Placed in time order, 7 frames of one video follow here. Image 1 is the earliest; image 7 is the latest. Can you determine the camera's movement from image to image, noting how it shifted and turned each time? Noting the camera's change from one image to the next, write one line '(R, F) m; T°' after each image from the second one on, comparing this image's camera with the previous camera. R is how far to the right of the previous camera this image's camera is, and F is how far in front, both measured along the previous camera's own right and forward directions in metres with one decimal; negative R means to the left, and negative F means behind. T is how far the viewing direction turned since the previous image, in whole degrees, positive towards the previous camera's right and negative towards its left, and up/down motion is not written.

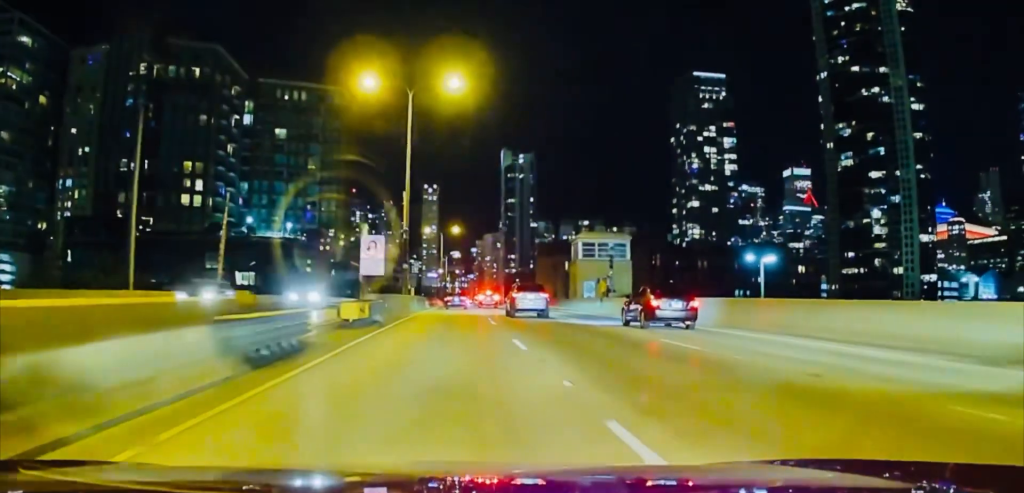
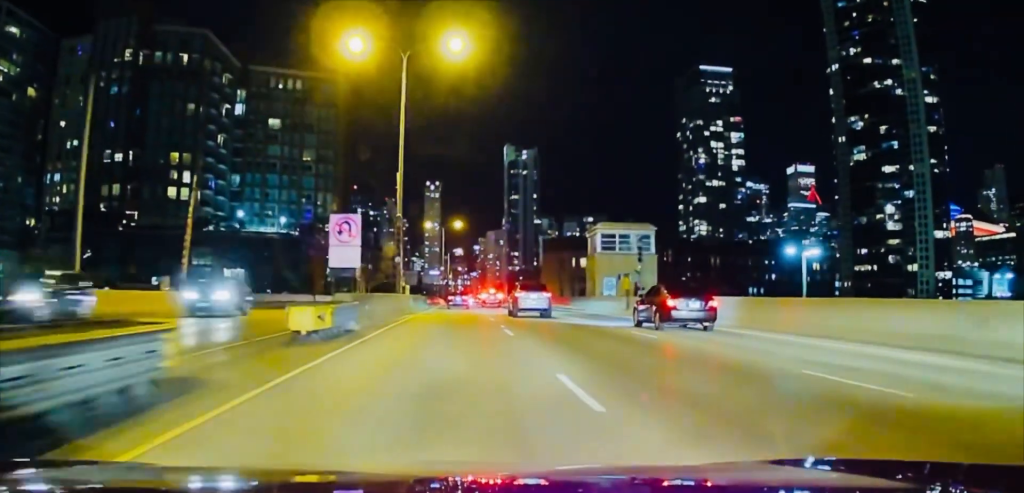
(+0.1, +8.6) m; +1°
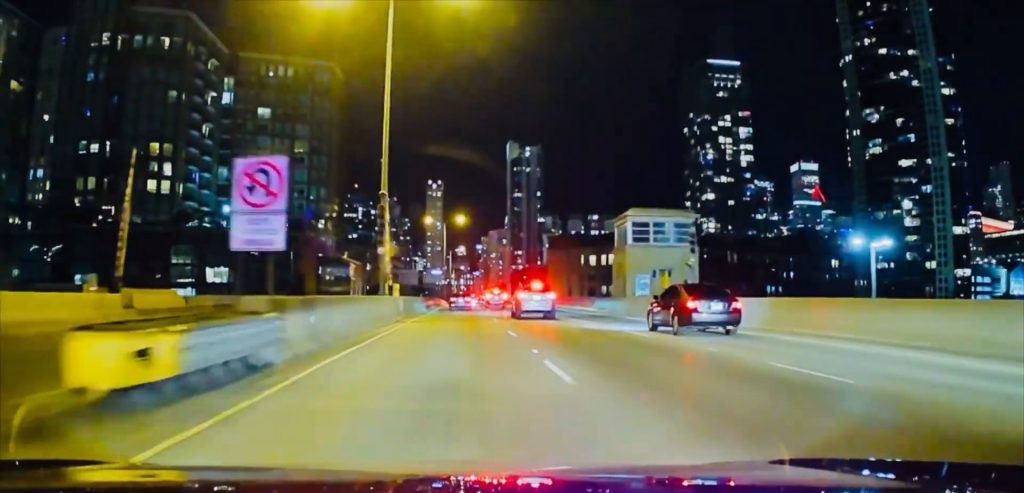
(0.0, +10.3) m; 0°
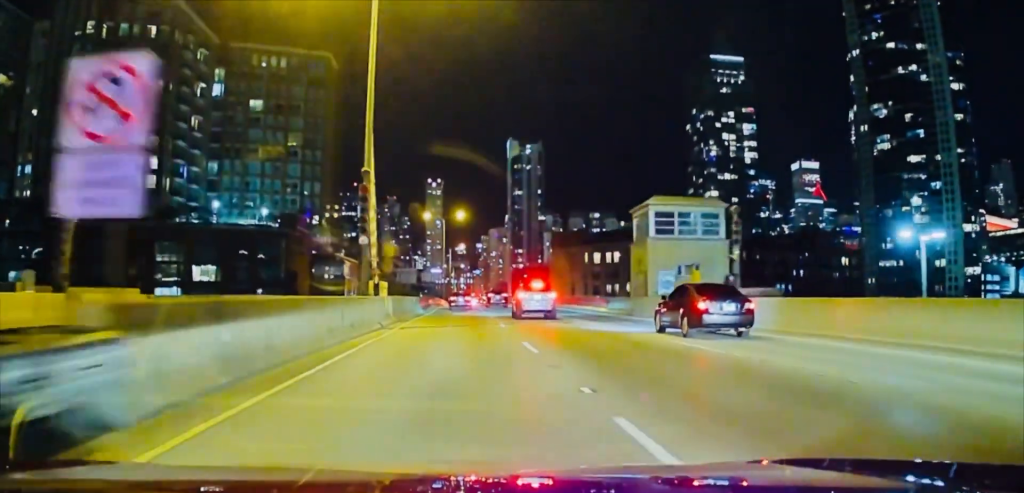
(0.0, +6.6) m; 0°
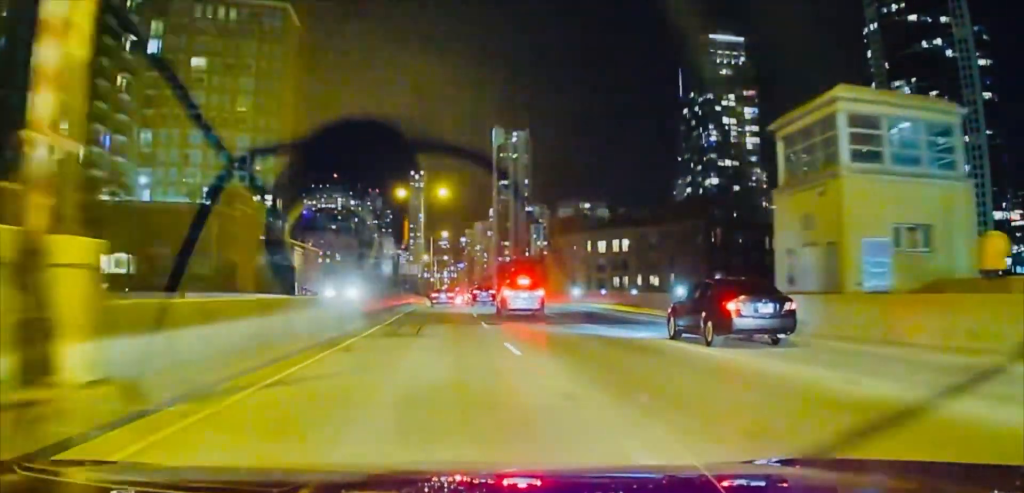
(0.0, +25.9) m; 0°
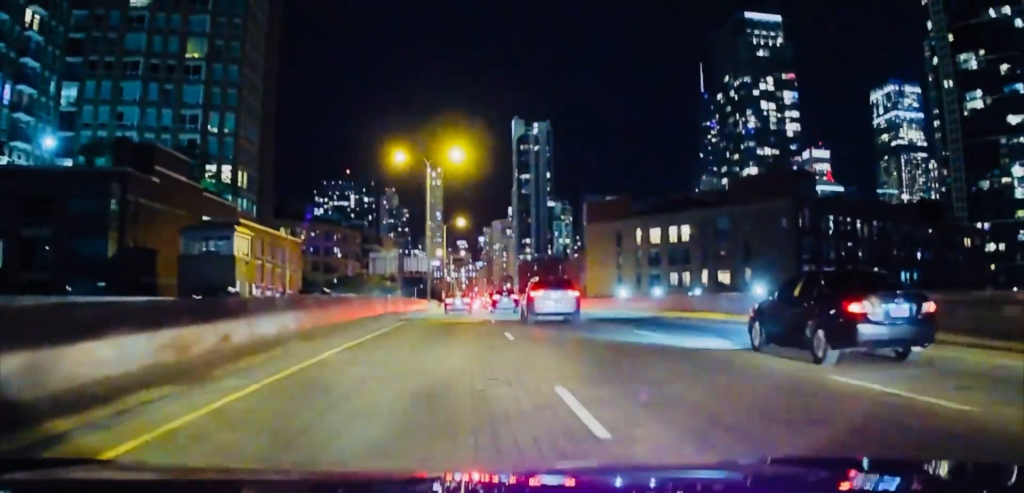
(-0.9, +29.5) m; -2°
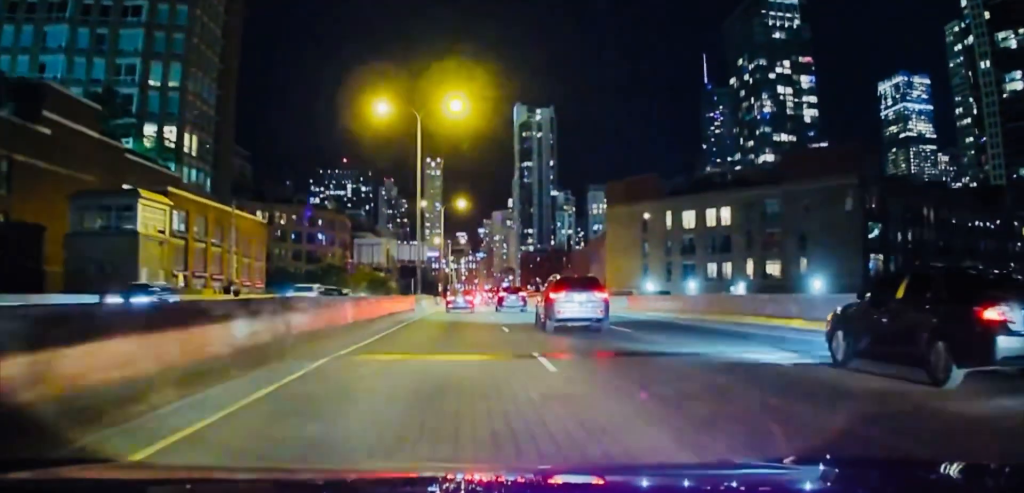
(+0.5, +19.0) m; +2°
